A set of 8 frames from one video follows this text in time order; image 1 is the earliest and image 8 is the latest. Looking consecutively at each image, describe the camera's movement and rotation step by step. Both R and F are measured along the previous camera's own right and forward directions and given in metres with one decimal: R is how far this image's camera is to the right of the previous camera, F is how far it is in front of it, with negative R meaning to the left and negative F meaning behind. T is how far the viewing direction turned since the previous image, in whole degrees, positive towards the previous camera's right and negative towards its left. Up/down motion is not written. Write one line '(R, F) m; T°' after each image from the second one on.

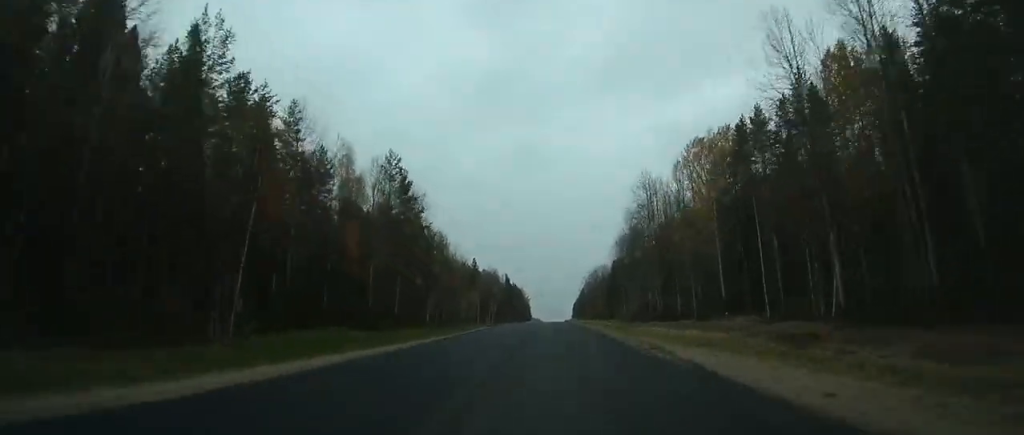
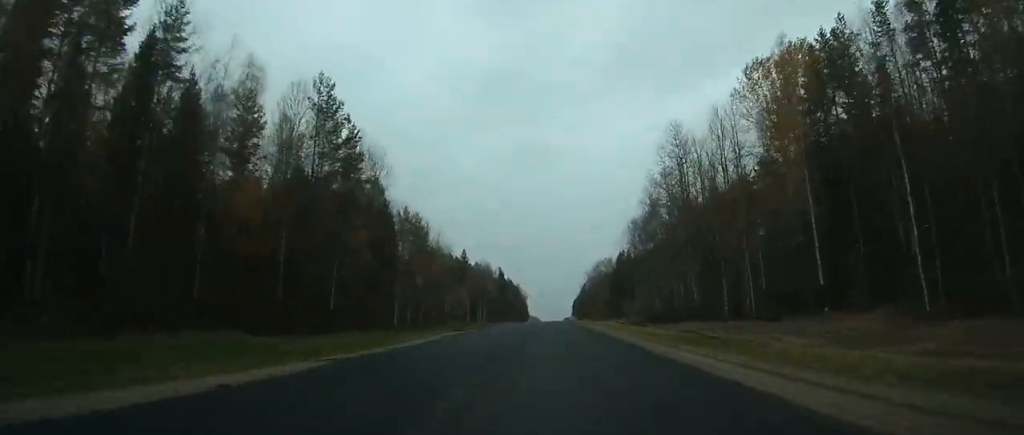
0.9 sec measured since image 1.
(+0.1, +25.9) m; 0°
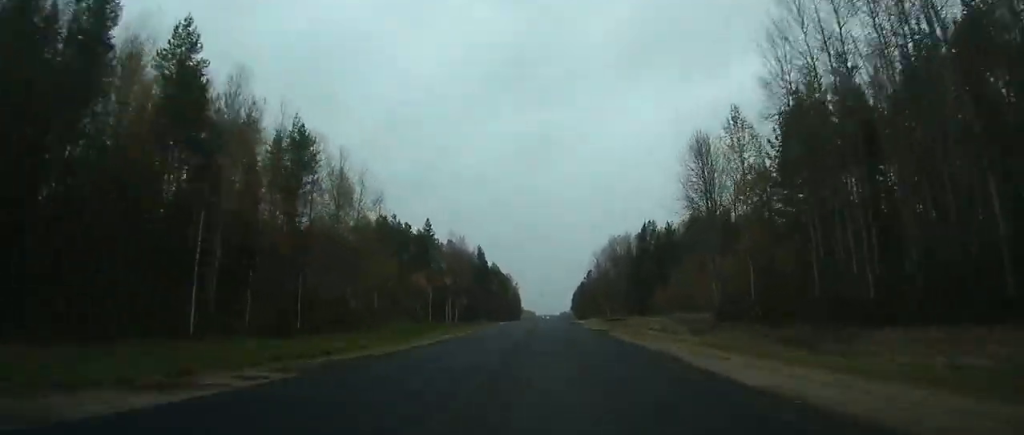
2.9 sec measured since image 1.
(+0.2, +58.4) m; +1°
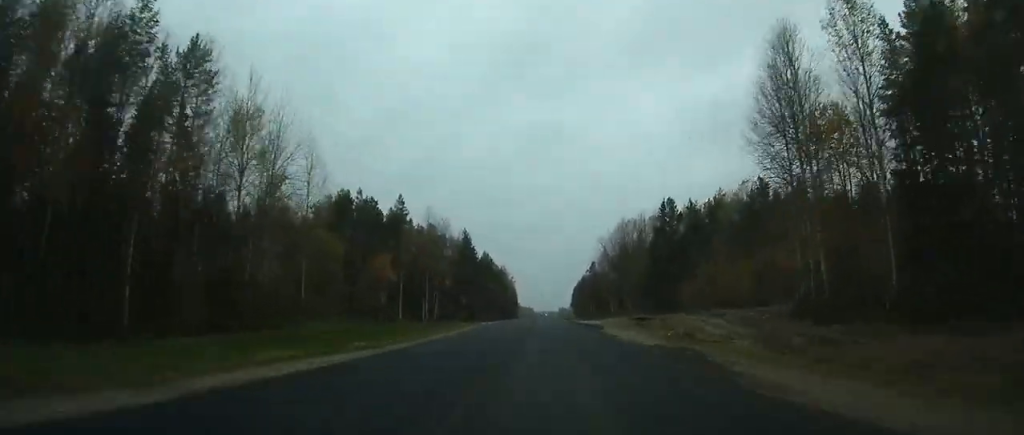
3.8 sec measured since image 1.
(0.0, +26.7) m; 0°
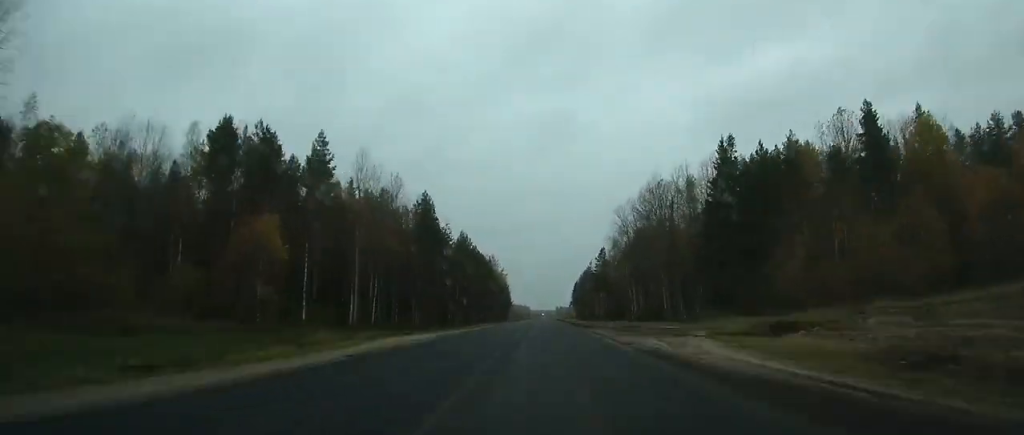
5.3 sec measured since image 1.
(+0.2, +42.3) m; 0°
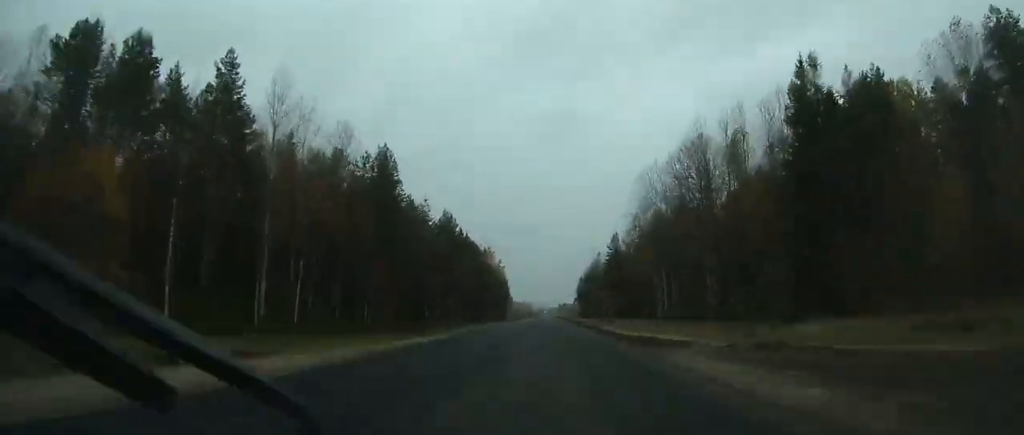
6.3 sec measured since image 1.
(0.0, +25.8) m; 0°
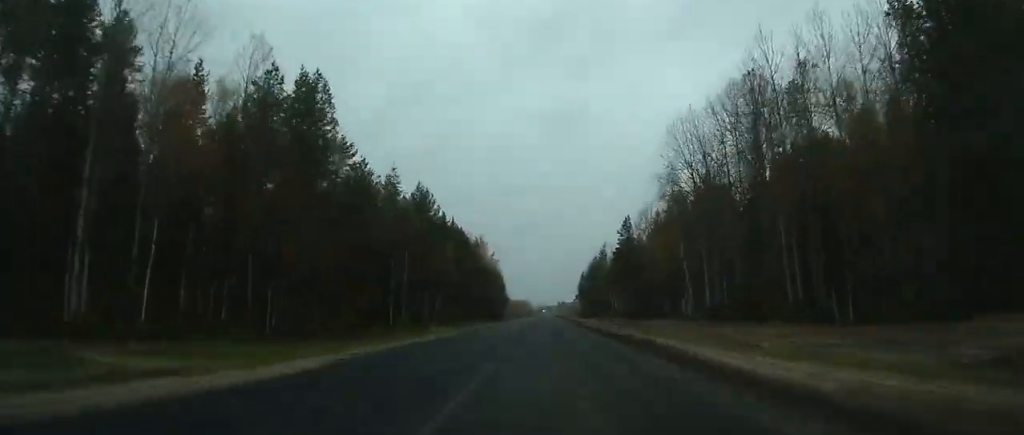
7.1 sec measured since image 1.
(-0.1, +22.0) m; 0°
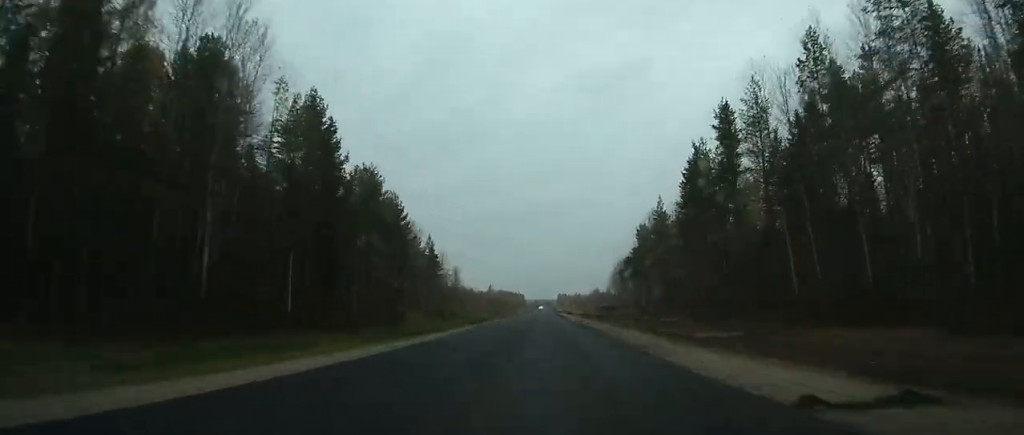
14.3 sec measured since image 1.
(+0.3, +214.8) m; 0°
